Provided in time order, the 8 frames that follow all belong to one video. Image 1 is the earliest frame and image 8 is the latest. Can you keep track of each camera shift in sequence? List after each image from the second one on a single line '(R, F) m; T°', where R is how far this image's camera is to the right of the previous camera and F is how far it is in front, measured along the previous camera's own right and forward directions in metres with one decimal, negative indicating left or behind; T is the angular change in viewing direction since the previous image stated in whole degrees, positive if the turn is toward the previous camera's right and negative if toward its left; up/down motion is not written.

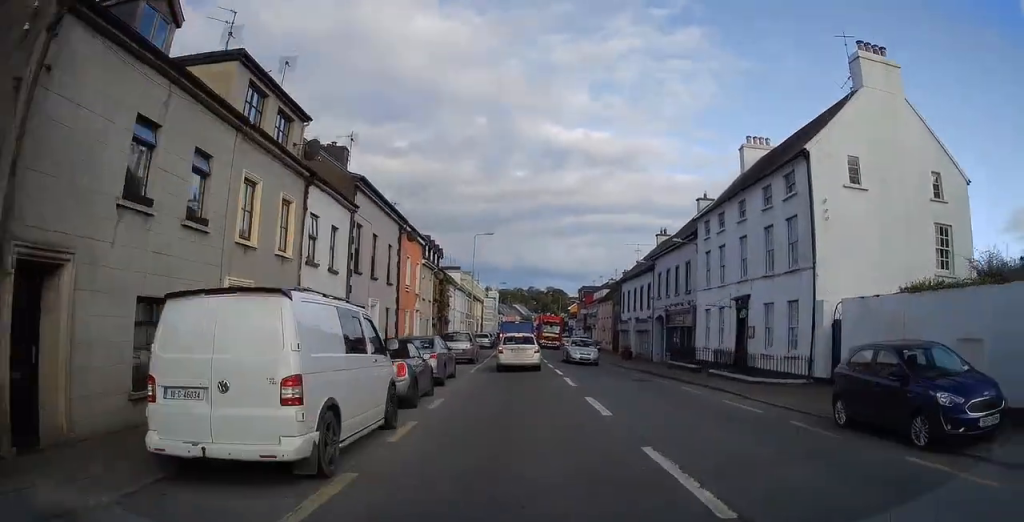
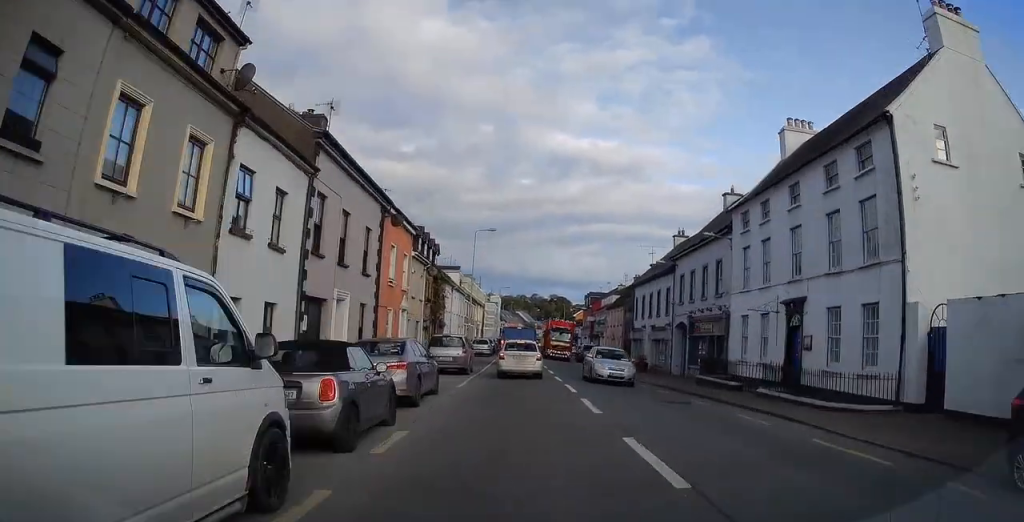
(0.0, +4.6) m; 0°
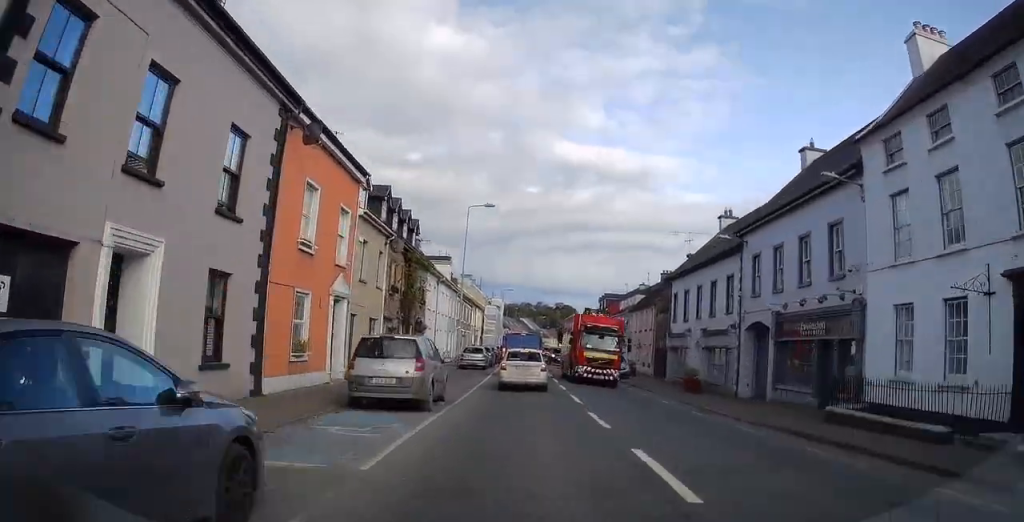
(+0.1, +10.3) m; -1°
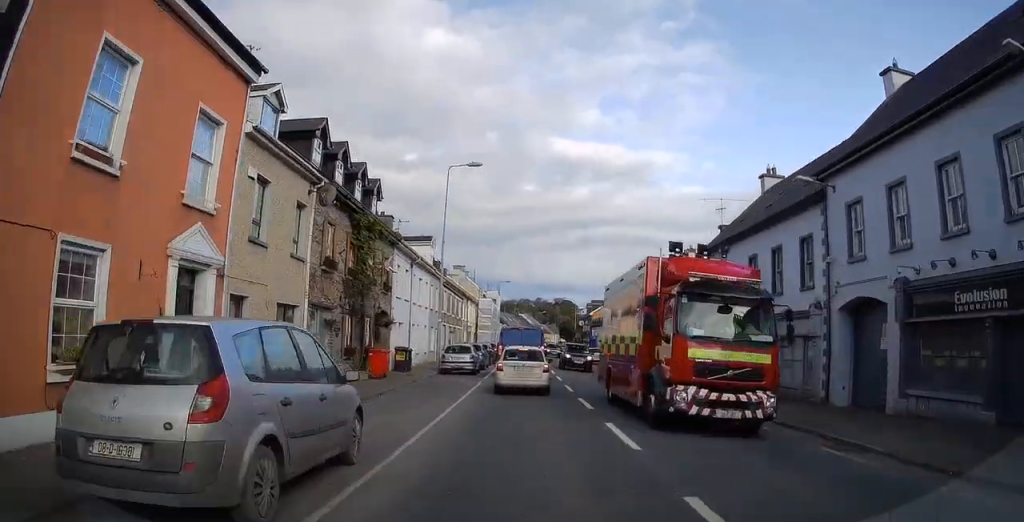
(-0.2, +7.1) m; -1°
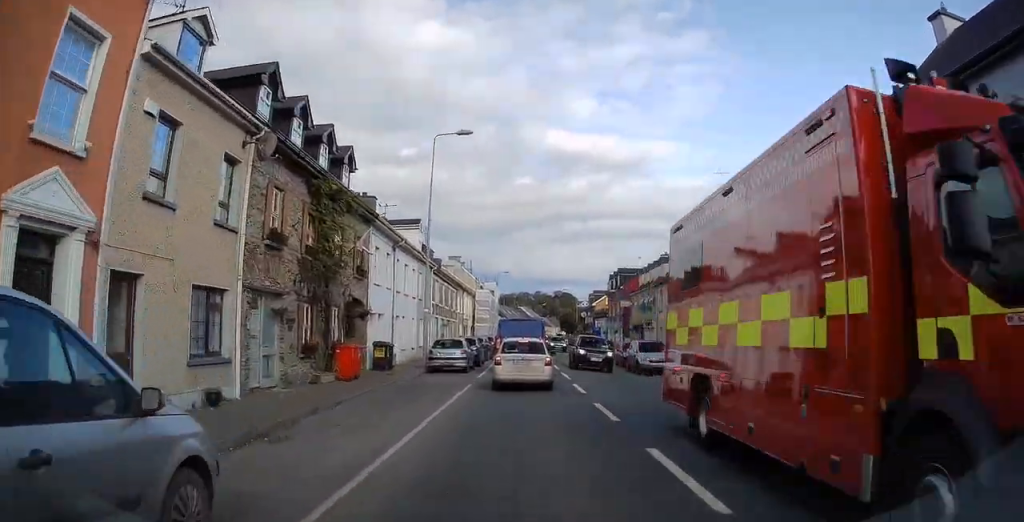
(-0.1, +3.0) m; 0°
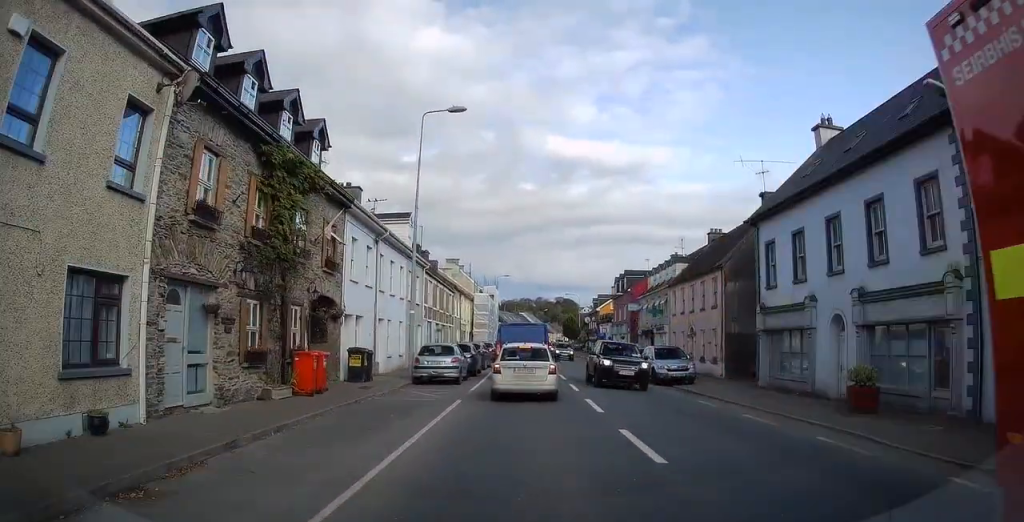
(0.0, +2.1) m; +1°
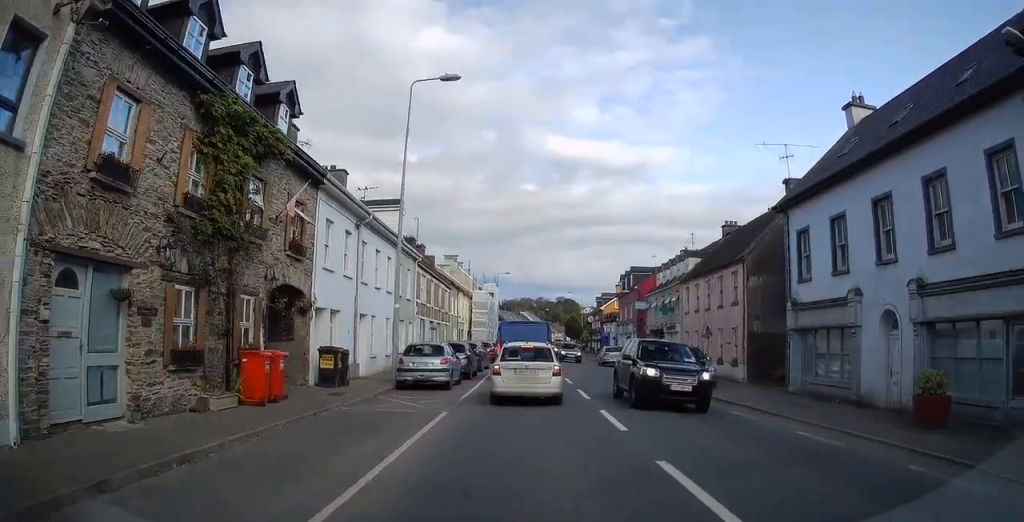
(0.0, +2.0) m; +1°
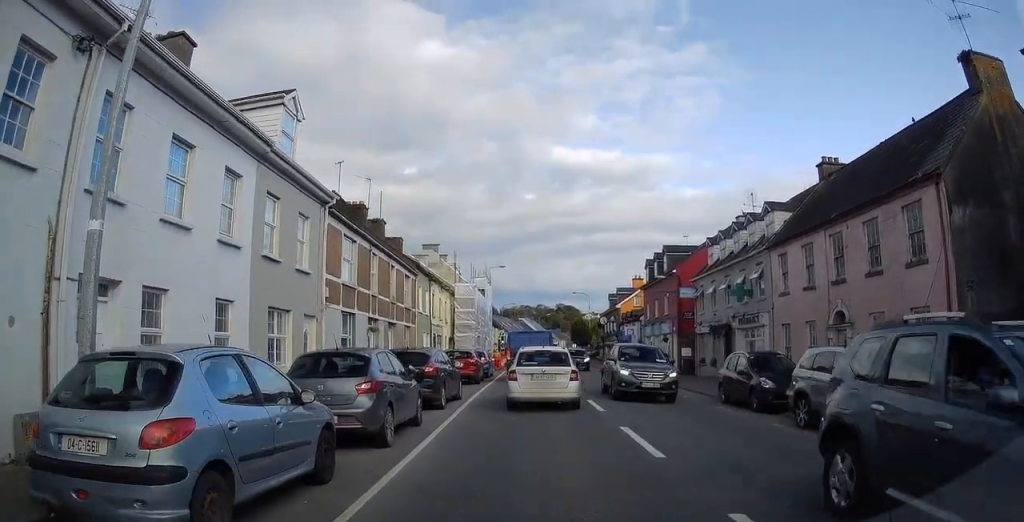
(+0.6, +13.5) m; +4°
